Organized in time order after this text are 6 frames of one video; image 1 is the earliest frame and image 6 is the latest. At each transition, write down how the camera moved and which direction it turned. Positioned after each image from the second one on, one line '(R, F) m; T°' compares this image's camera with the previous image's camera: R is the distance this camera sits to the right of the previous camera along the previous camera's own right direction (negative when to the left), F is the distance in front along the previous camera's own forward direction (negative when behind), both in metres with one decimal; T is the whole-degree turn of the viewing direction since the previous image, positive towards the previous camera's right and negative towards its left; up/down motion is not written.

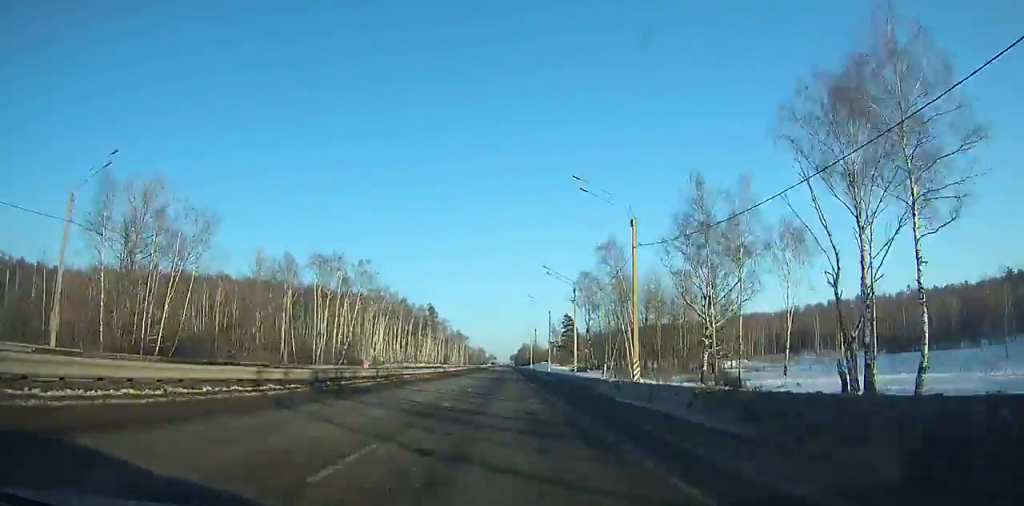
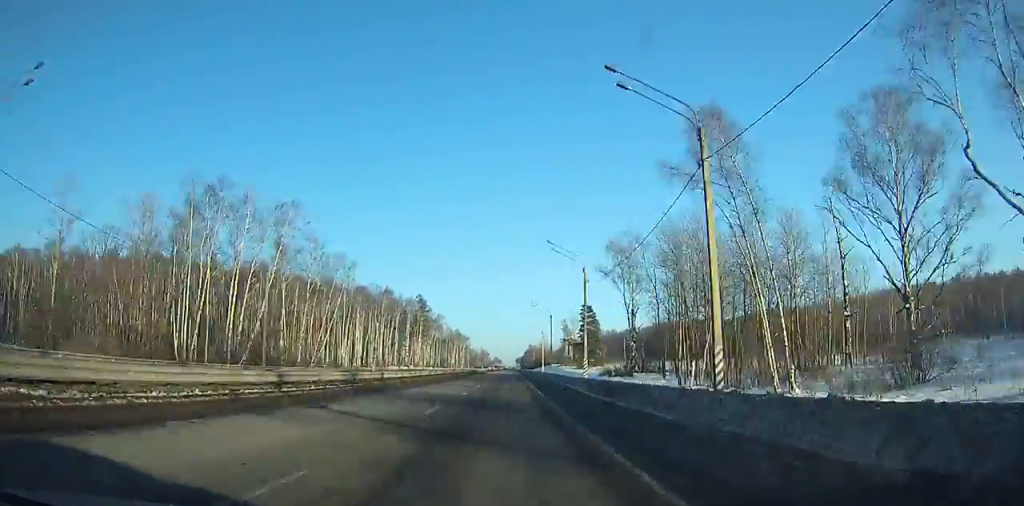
(0.0, +38.0) m; 0°
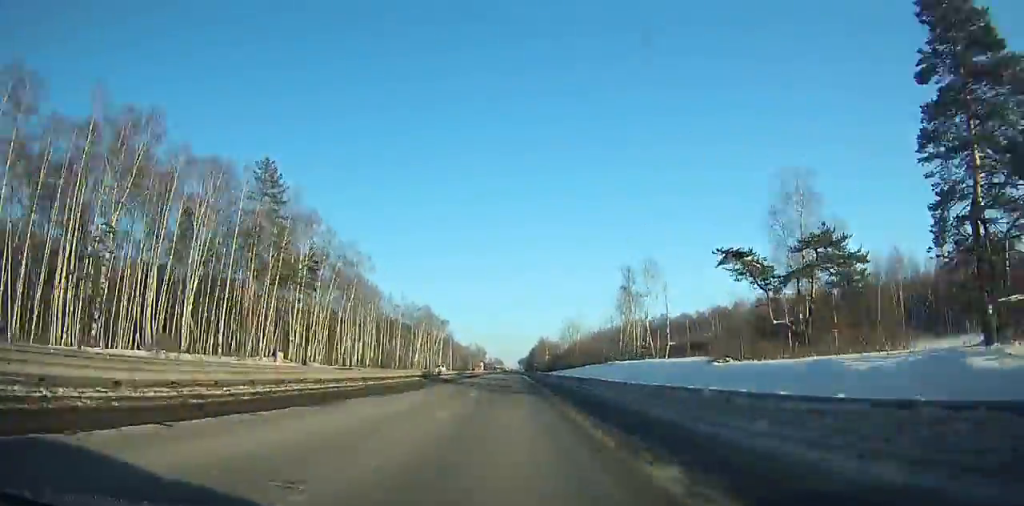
(+0.2, +135.8) m; 0°
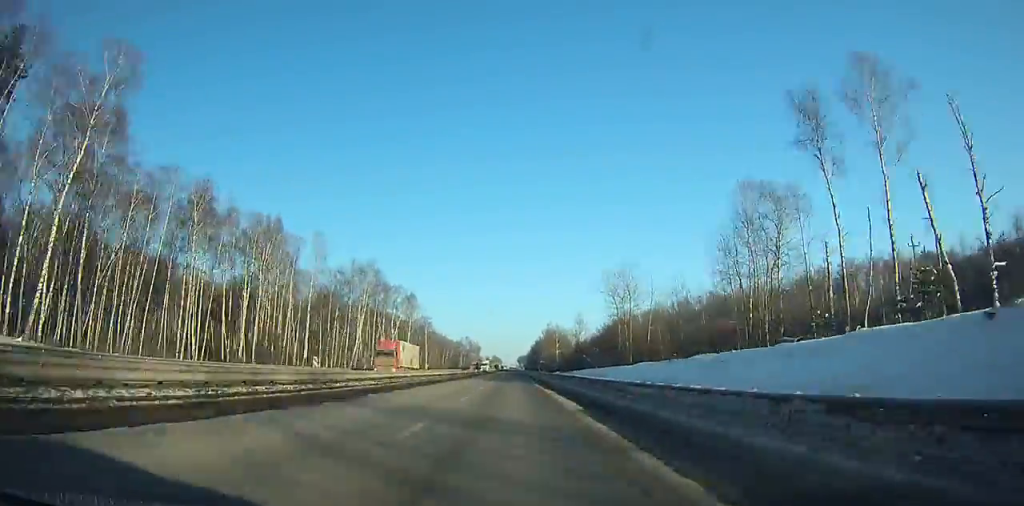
(-0.1, +78.1) m; 0°
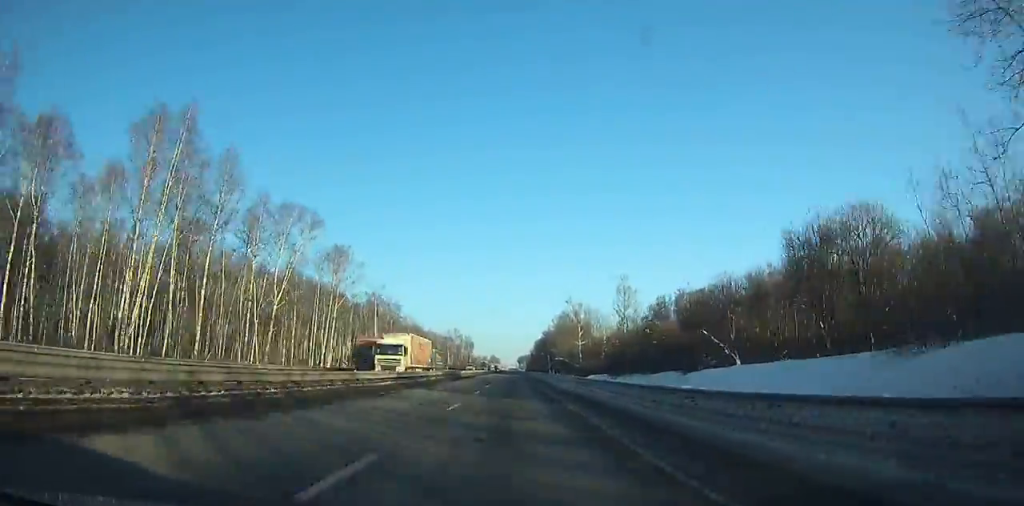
(-0.3, +77.9) m; 0°
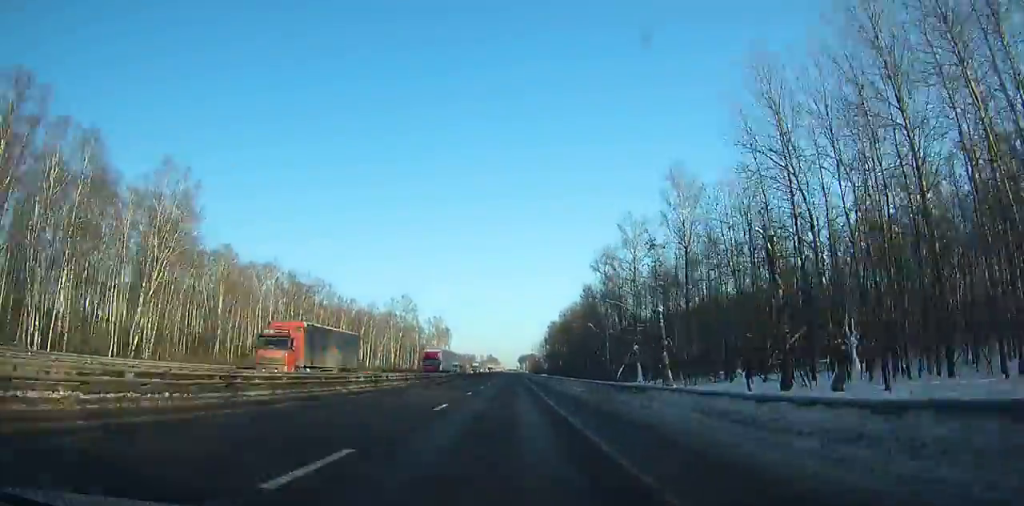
(+0.6, +145.1) m; 0°
